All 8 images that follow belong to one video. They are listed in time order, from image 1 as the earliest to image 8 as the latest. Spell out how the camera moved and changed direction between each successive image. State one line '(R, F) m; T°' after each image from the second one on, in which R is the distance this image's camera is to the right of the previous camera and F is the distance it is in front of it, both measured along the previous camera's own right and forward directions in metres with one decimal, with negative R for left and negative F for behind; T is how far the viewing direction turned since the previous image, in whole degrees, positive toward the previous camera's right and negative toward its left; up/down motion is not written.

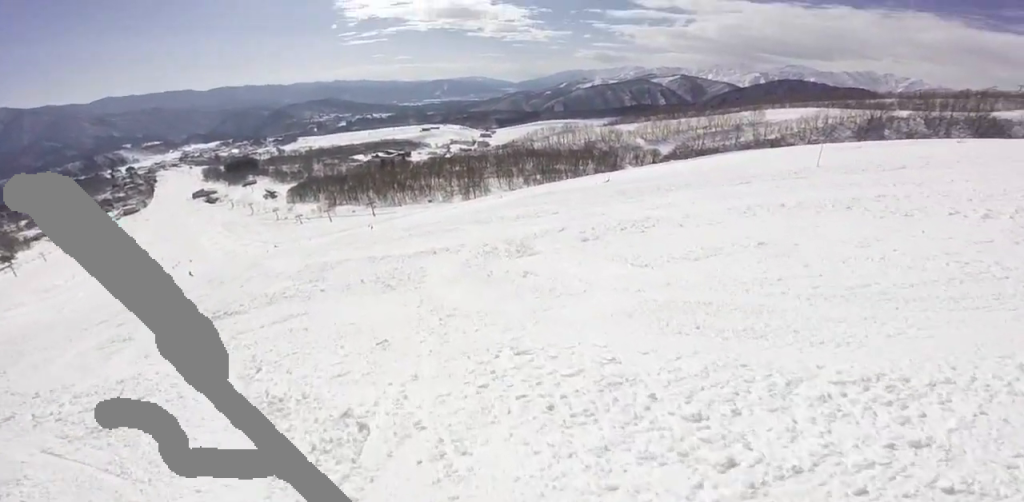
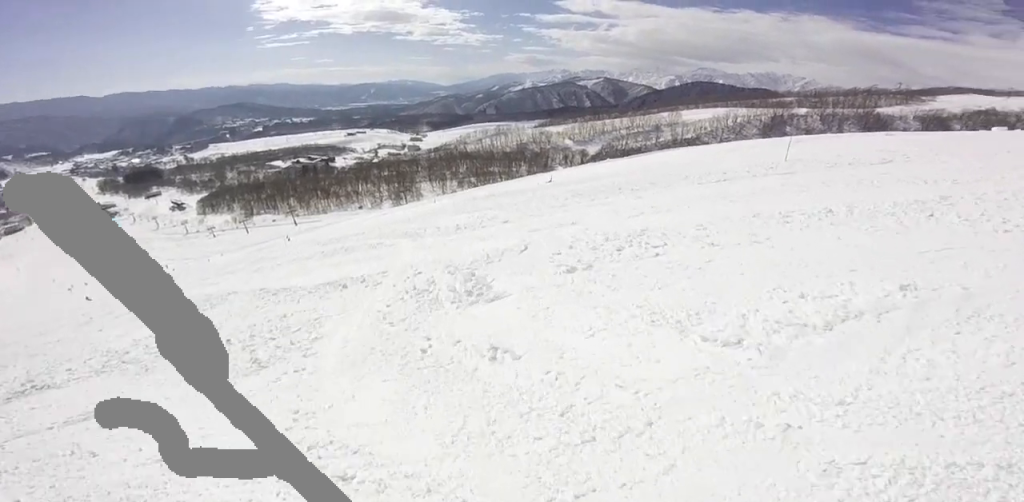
(+0.6, +2.2) m; +14°
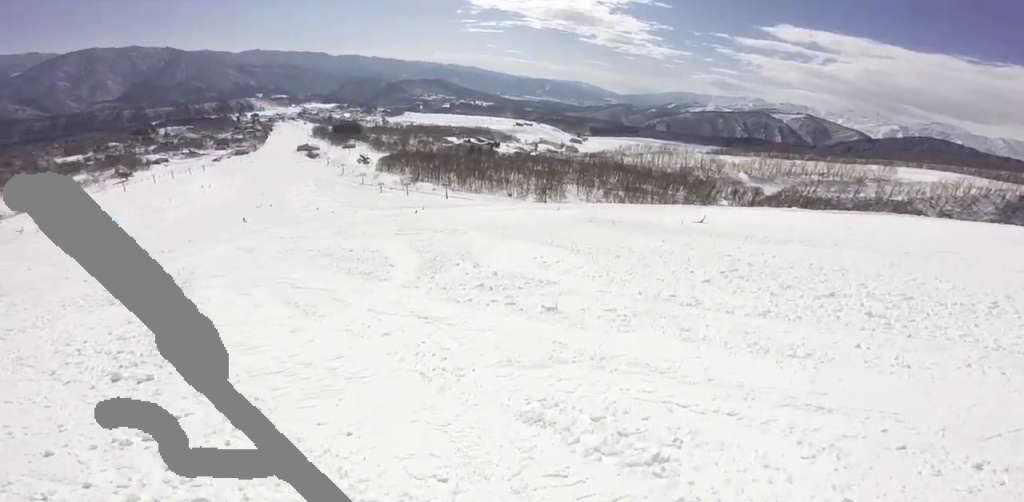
(+1.2, +6.6) m; -15°
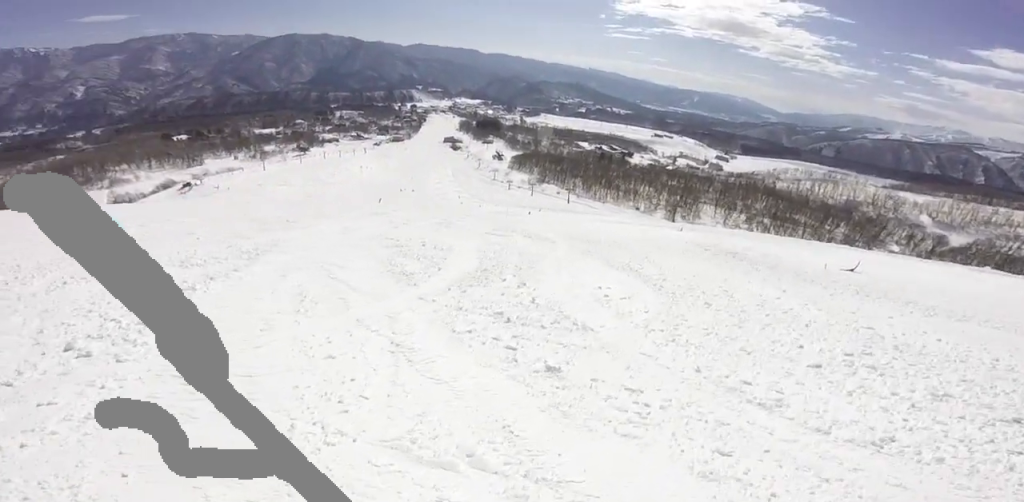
(-0.7, +2.1) m; -15°
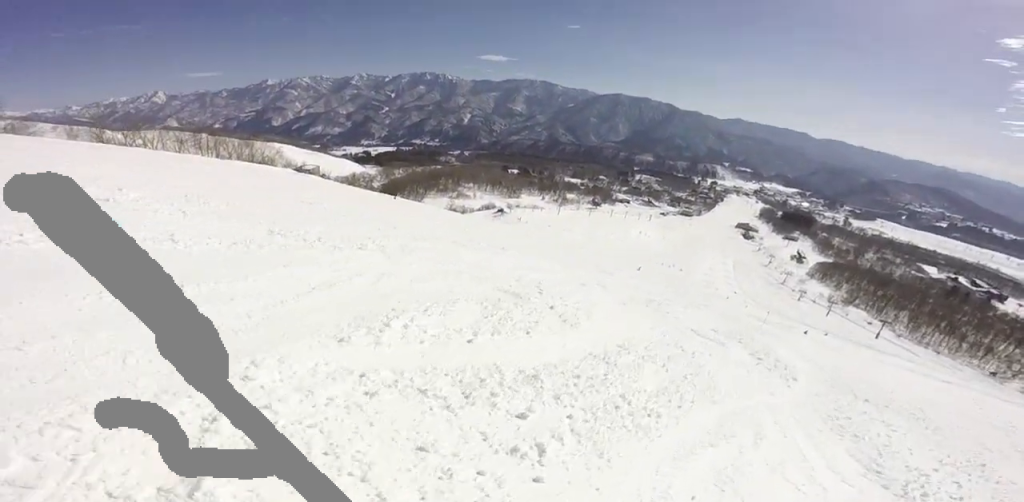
(-1.4, +4.9) m; -32°
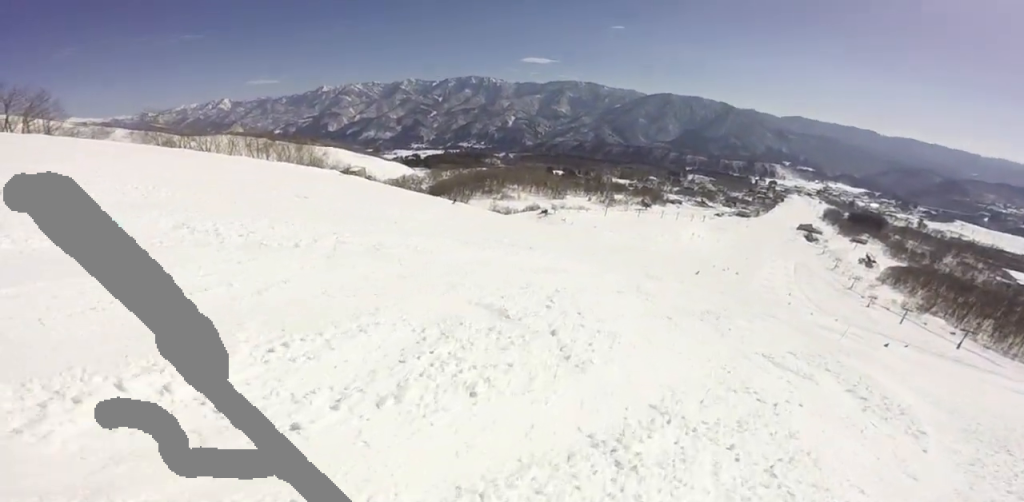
(+0.1, +2.0) m; -13°
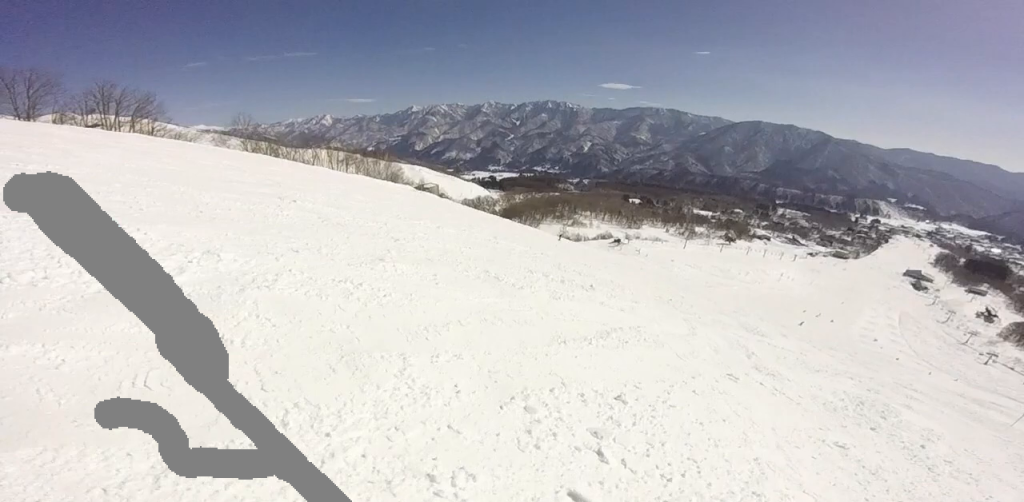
(-1.2, +3.4) m; -17°
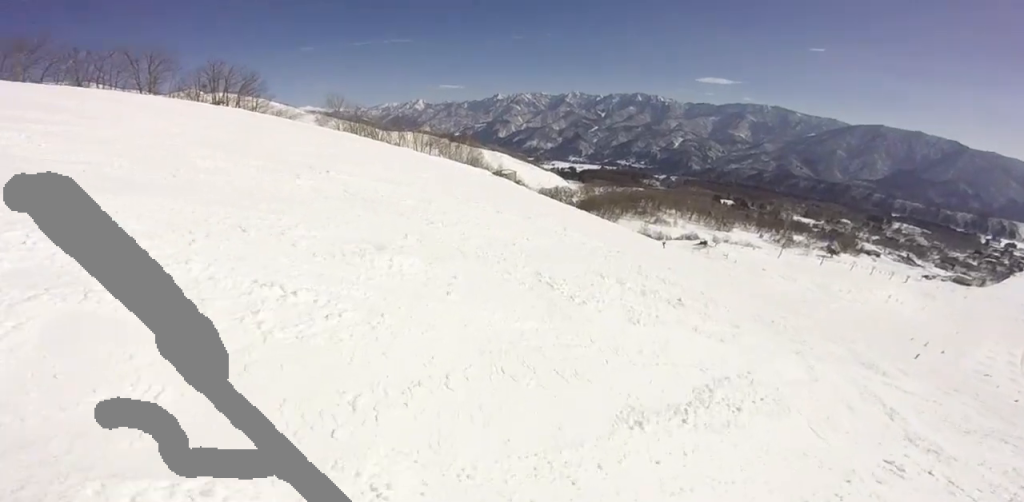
(-0.1, +1.9) m; -10°
